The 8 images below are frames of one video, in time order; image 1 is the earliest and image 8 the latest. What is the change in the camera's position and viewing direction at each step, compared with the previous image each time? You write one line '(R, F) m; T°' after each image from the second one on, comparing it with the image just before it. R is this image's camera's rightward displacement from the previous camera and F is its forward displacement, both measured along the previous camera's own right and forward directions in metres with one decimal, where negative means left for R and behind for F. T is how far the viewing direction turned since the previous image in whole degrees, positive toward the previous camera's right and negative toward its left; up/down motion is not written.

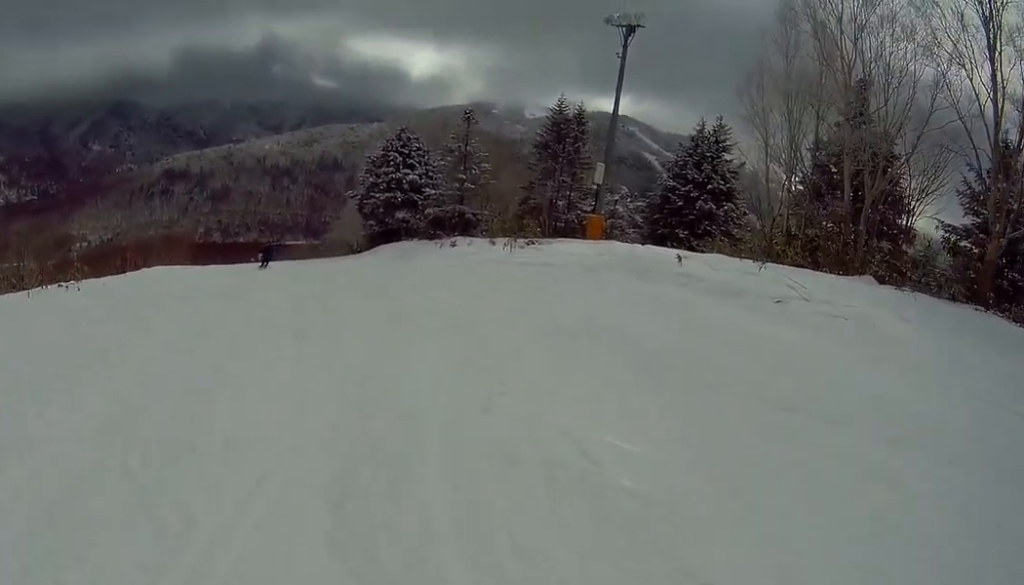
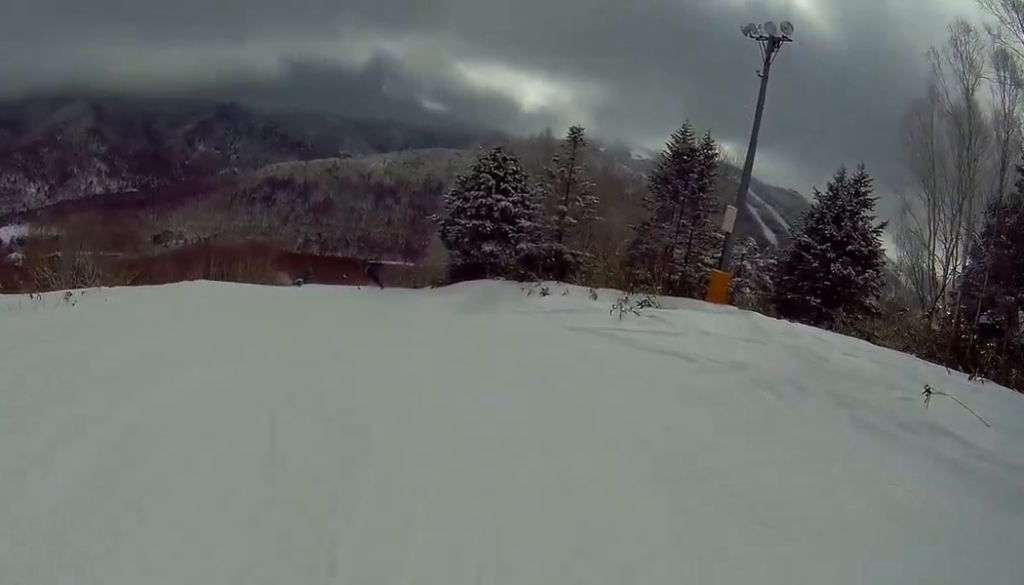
(-0.8, +7.2) m; -13°
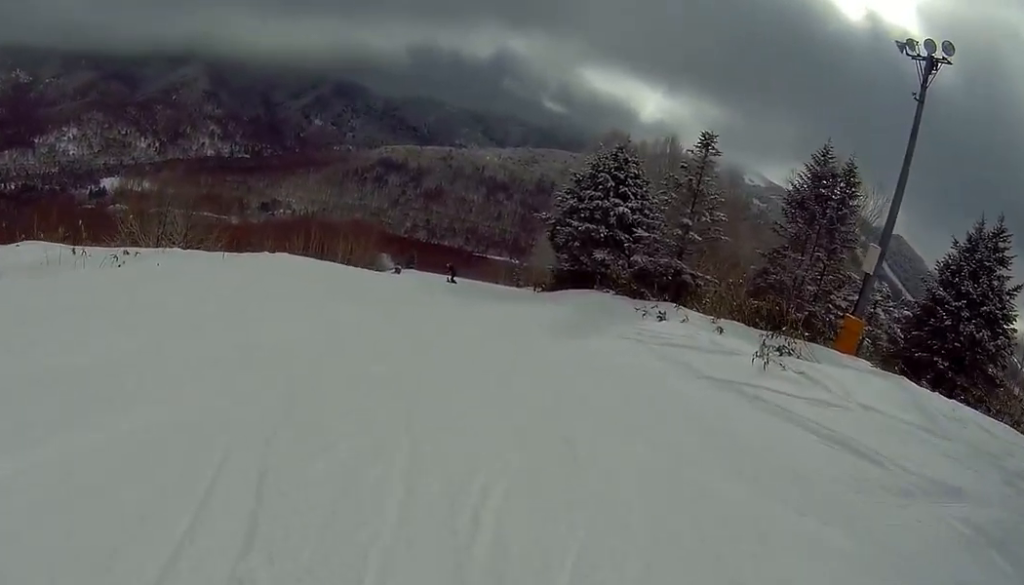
(-0.3, +3.9) m; -8°
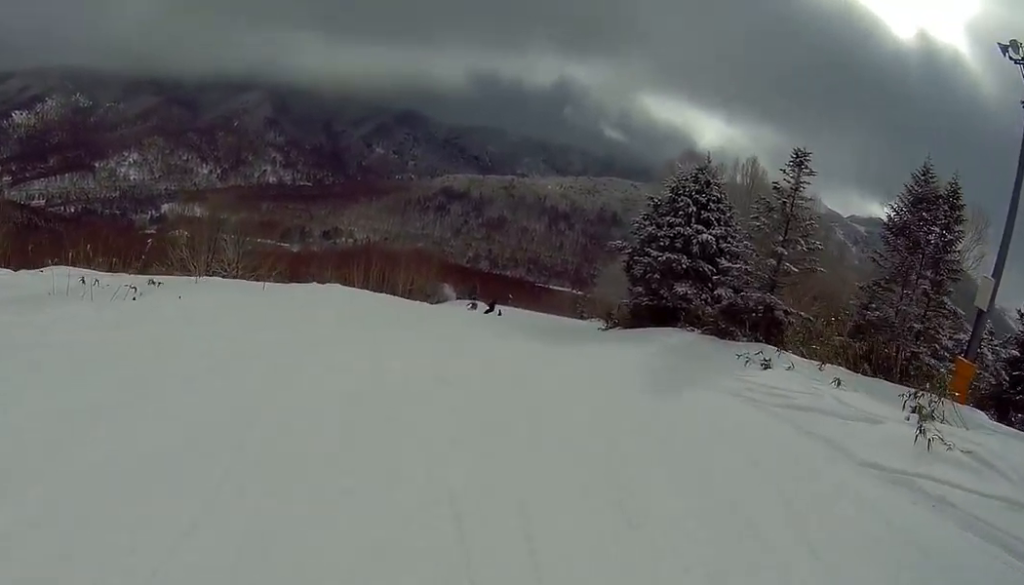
(+0.1, +3.7) m; -8°
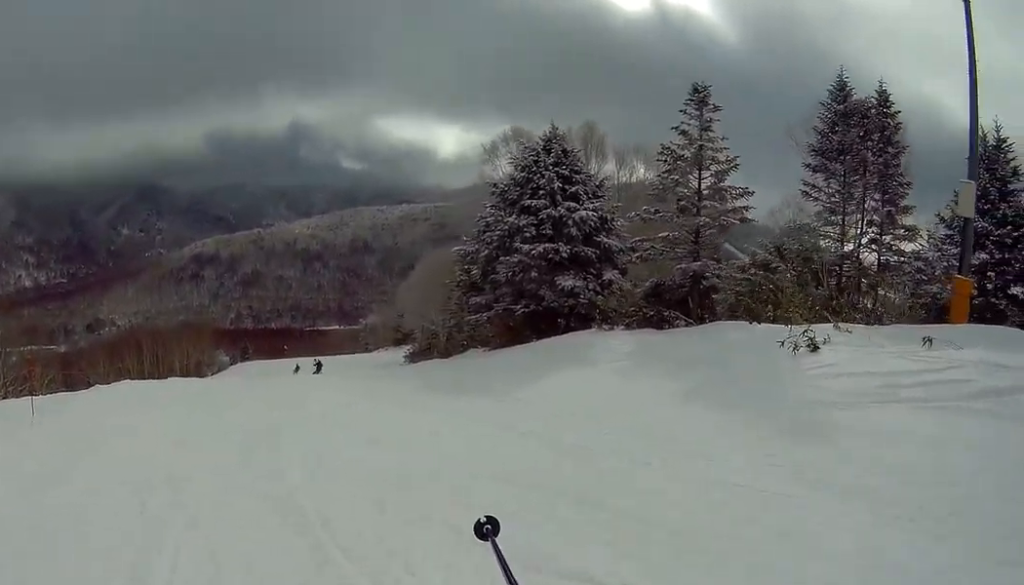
(-0.6, +7.5) m; +20°
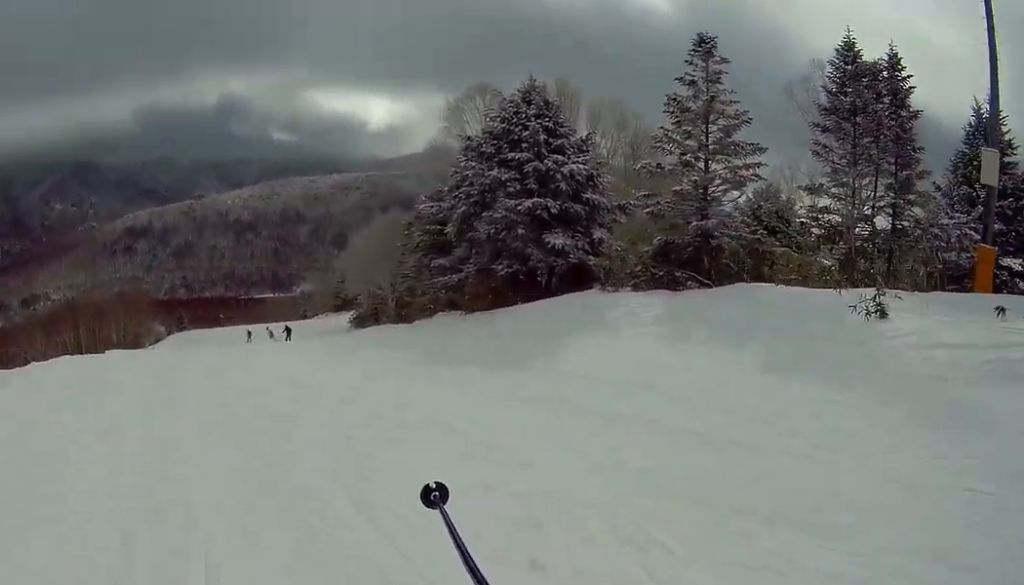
(+1.0, +2.1) m; +12°
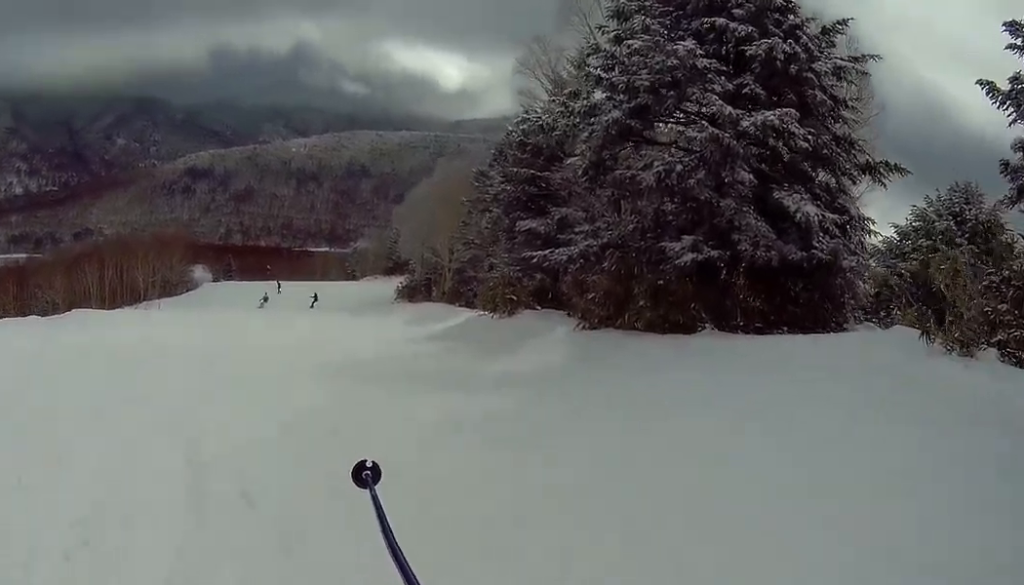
(+2.1, +12.0) m; +5°
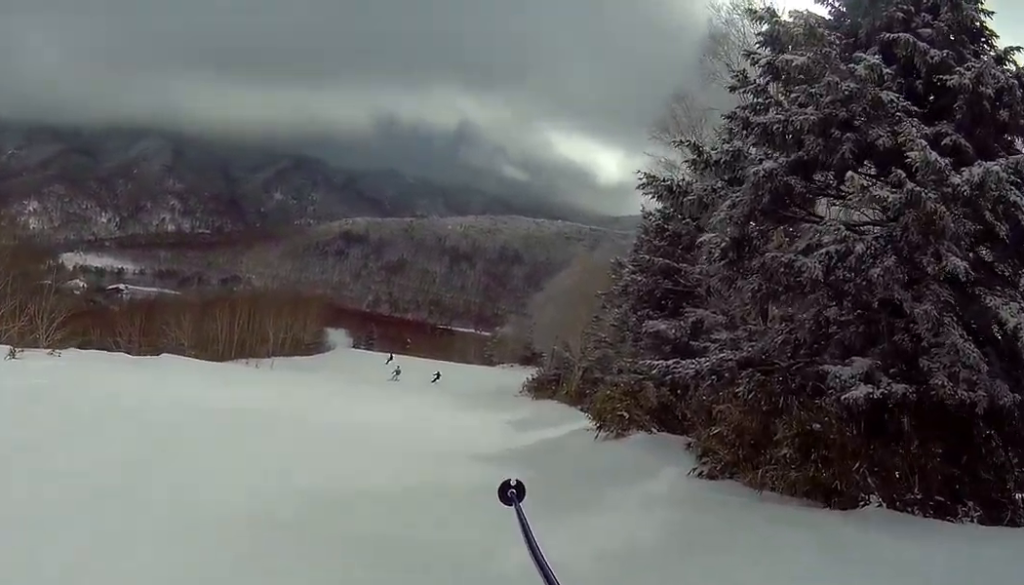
(-0.2, +4.7) m; -7°
